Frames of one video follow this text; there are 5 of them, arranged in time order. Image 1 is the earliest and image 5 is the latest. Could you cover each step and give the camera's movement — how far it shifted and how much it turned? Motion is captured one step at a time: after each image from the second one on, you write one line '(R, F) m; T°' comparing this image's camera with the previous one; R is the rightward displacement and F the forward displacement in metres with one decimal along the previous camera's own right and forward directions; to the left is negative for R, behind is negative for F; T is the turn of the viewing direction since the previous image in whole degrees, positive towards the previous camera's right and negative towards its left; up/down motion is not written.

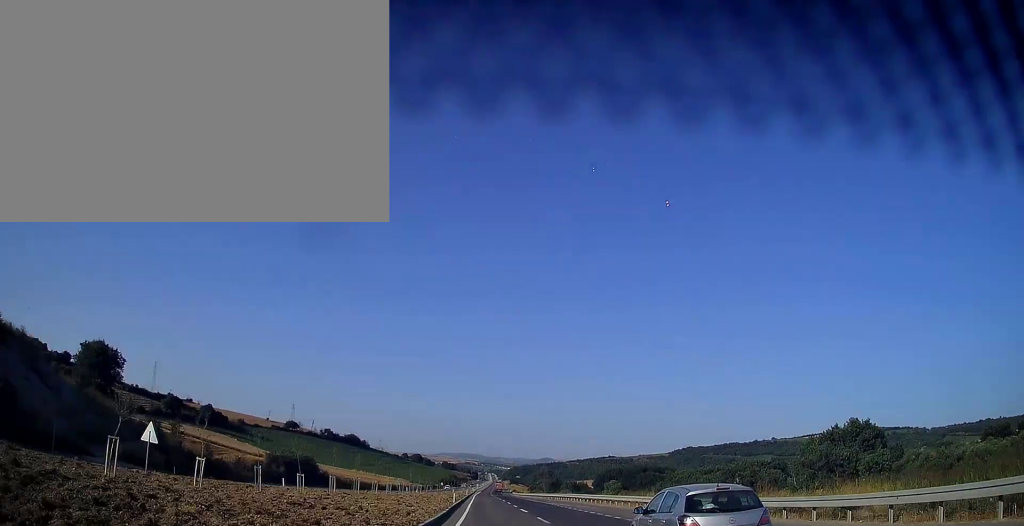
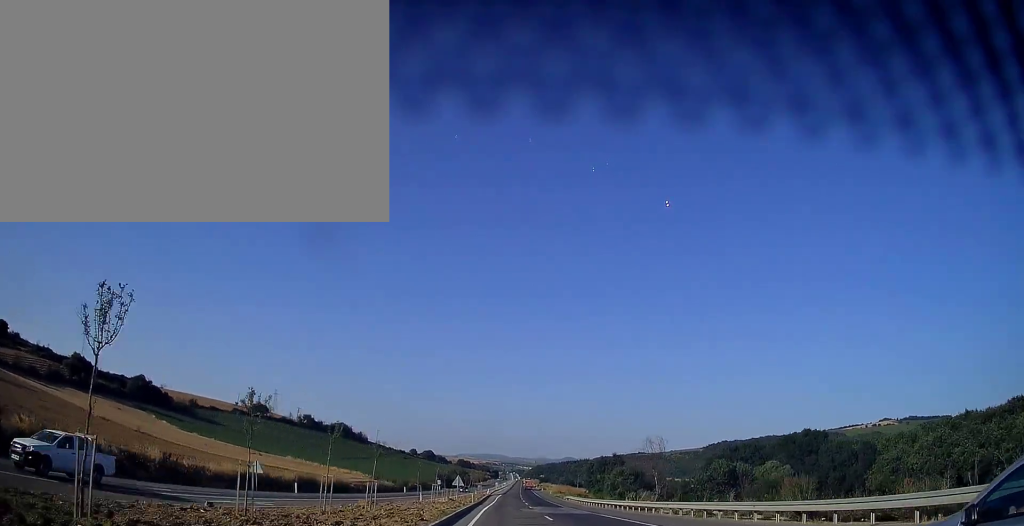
(-3.2, +98.6) m; -2°
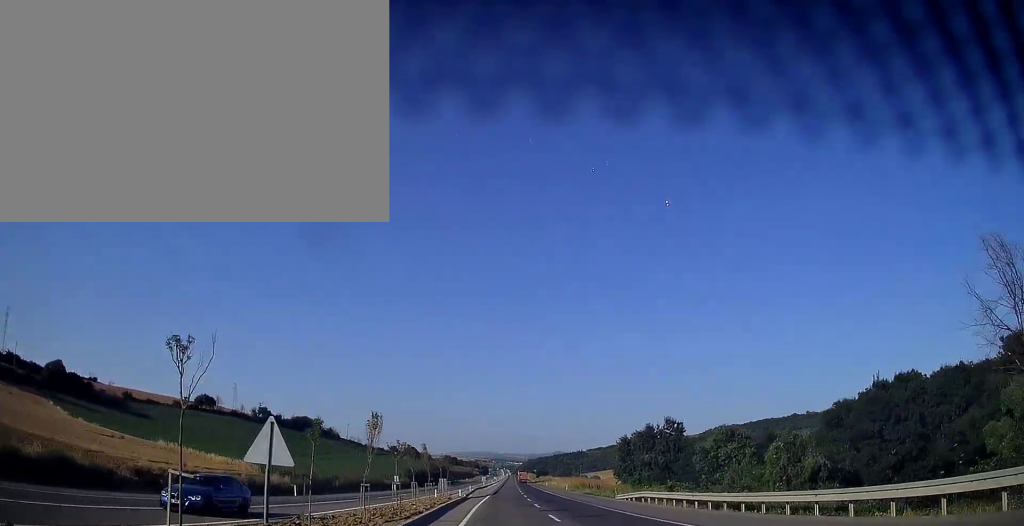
(+0.4, +53.5) m; +1°
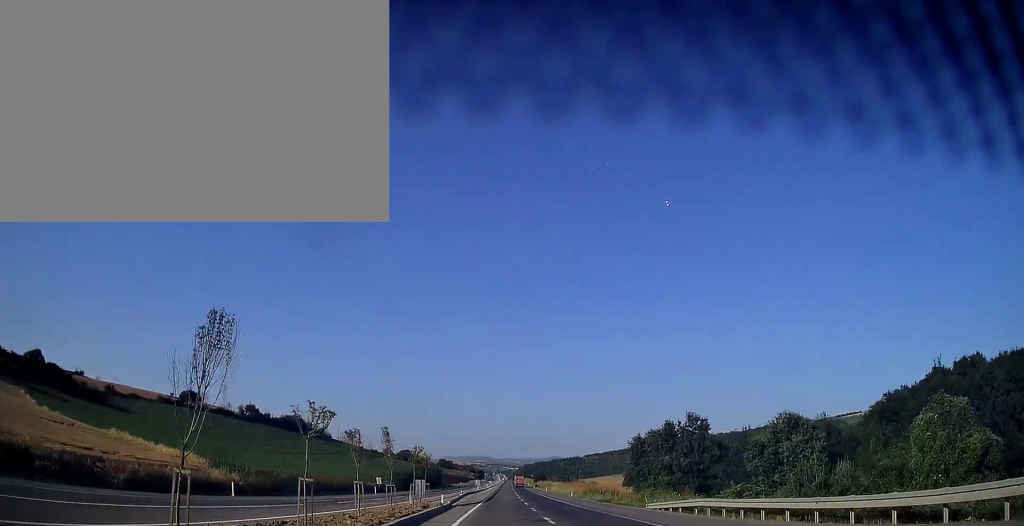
(0.0, +12.1) m; 0°
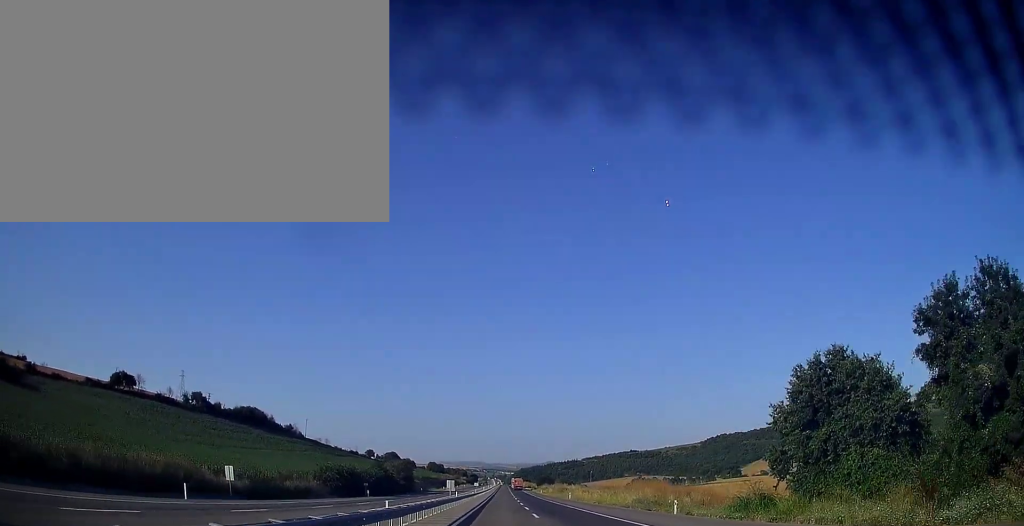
(+0.2, +51.8) m; 0°
